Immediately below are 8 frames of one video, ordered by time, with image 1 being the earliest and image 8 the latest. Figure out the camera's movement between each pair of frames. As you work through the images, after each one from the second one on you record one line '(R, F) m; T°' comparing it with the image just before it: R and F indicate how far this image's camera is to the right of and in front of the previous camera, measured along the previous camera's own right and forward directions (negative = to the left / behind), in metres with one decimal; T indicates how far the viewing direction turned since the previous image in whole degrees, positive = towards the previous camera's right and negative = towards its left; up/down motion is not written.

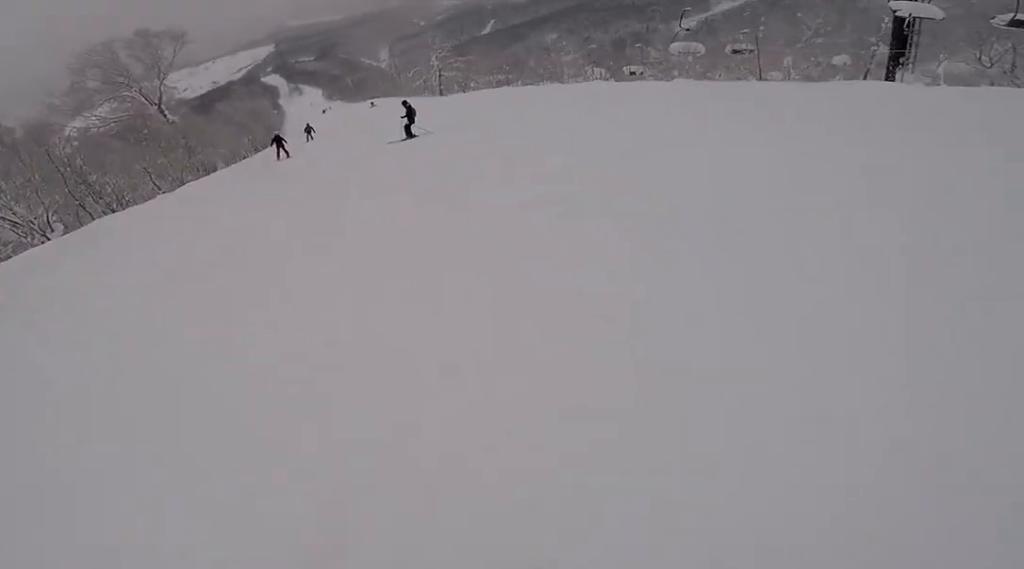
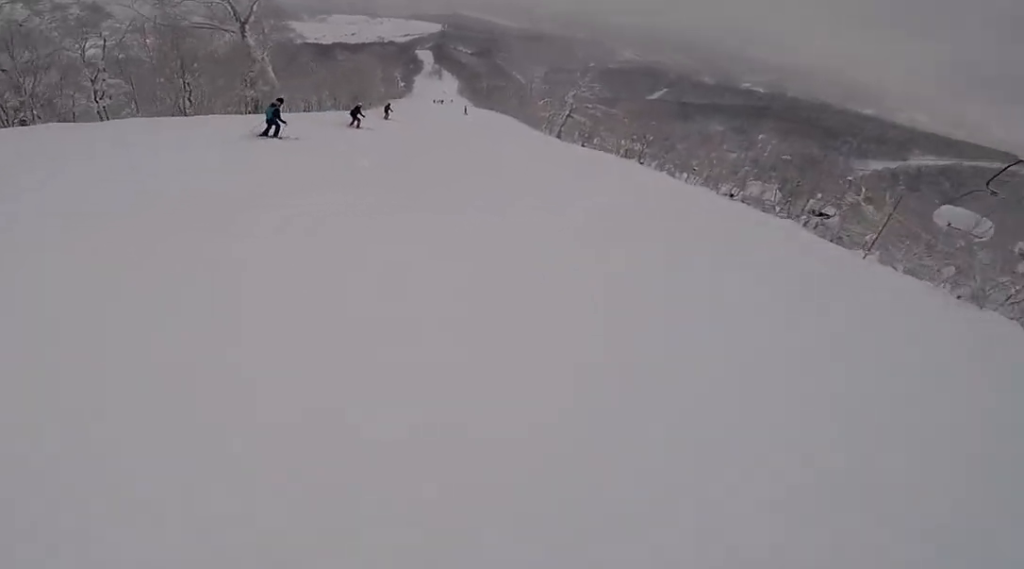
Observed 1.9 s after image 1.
(-3.3, +7.5) m; -46°
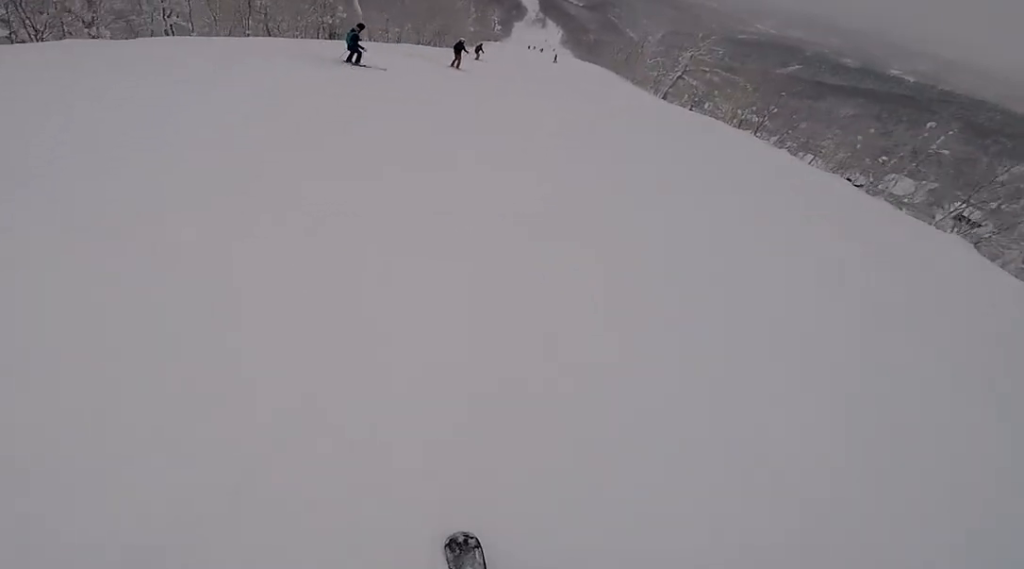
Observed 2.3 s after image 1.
(-0.5, +2.2) m; -6°
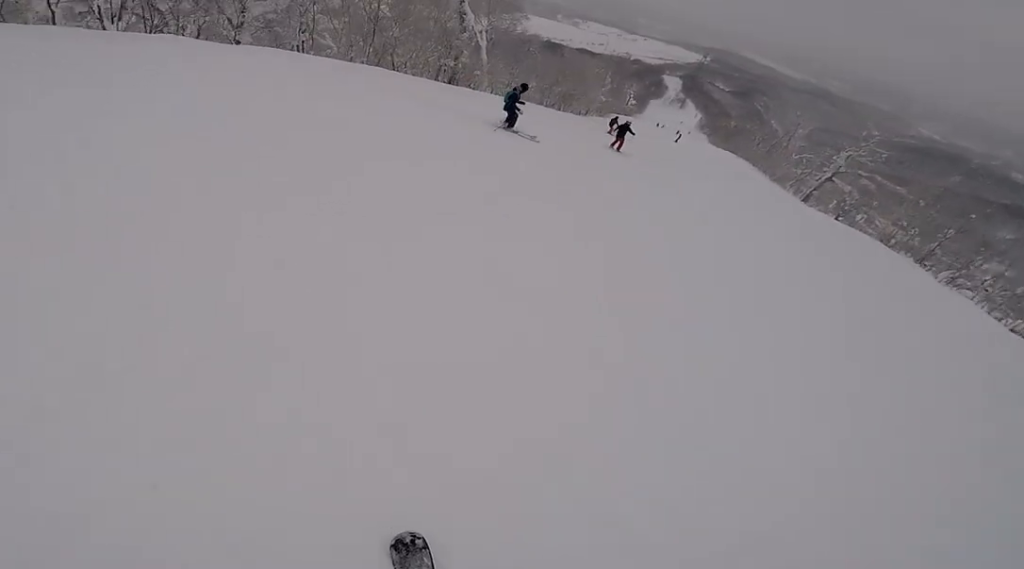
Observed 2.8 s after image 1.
(+0.3, +2.3) m; +5°
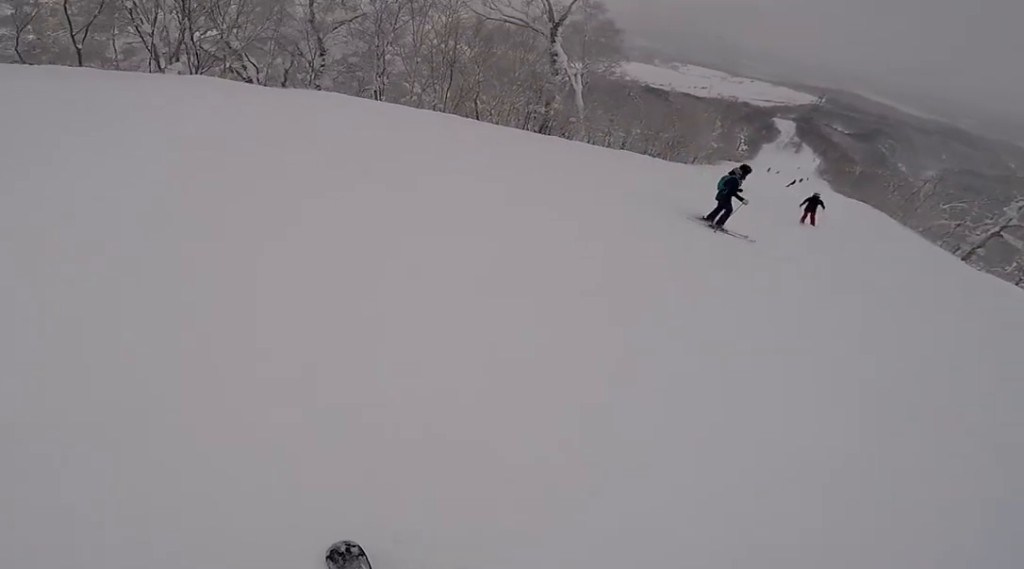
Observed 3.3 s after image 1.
(+0.2, +2.8) m; +8°
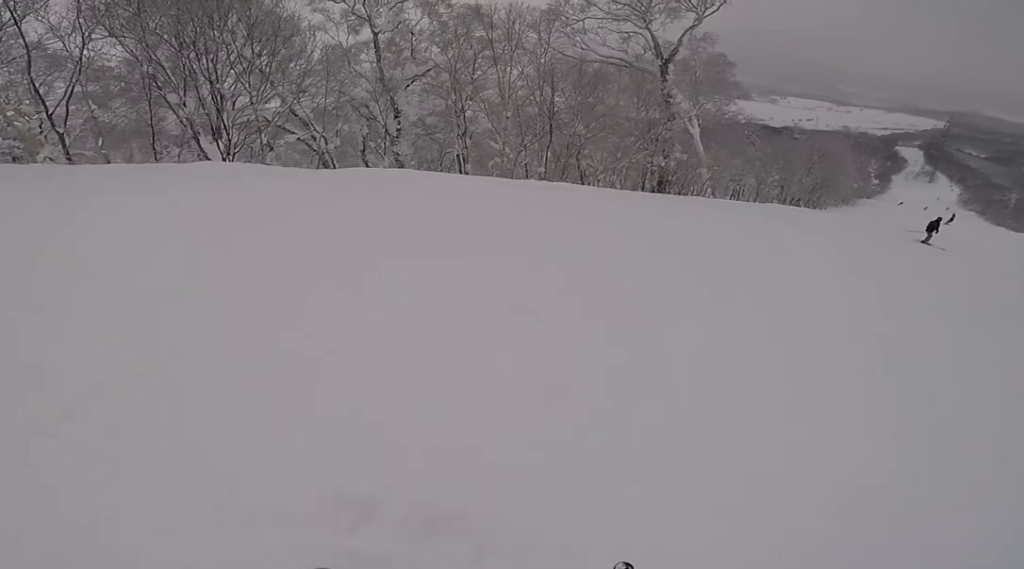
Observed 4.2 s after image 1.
(-0.1, +4.2) m; +23°
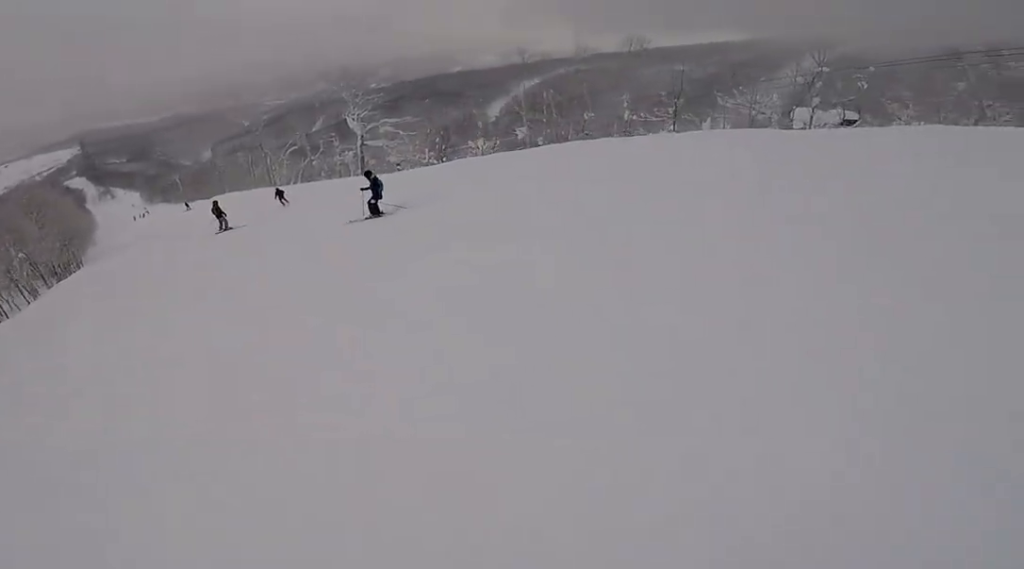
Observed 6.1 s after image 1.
(+5.1, +6.0) m; +56°
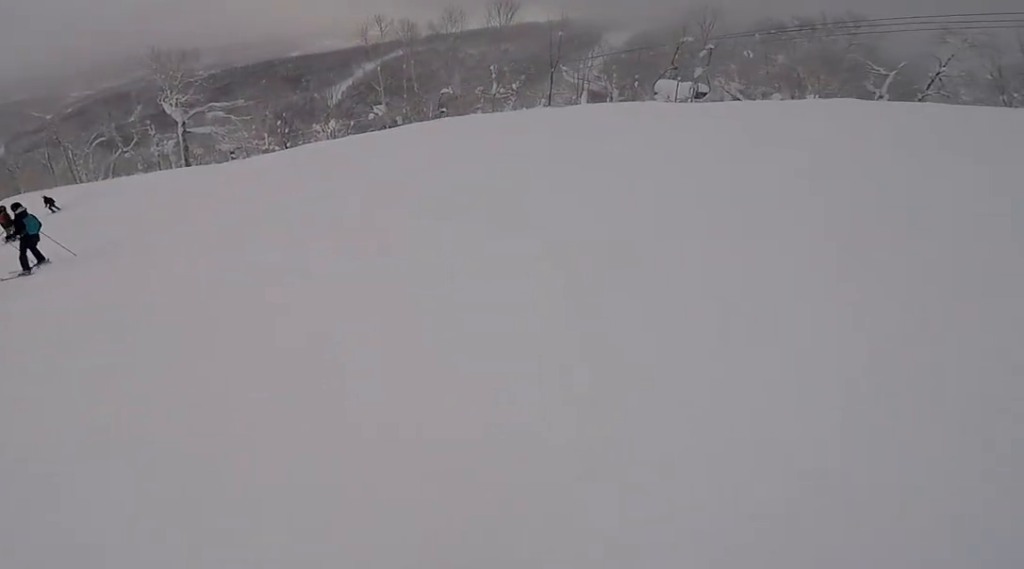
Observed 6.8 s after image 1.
(+0.2, +2.9) m; -5°
